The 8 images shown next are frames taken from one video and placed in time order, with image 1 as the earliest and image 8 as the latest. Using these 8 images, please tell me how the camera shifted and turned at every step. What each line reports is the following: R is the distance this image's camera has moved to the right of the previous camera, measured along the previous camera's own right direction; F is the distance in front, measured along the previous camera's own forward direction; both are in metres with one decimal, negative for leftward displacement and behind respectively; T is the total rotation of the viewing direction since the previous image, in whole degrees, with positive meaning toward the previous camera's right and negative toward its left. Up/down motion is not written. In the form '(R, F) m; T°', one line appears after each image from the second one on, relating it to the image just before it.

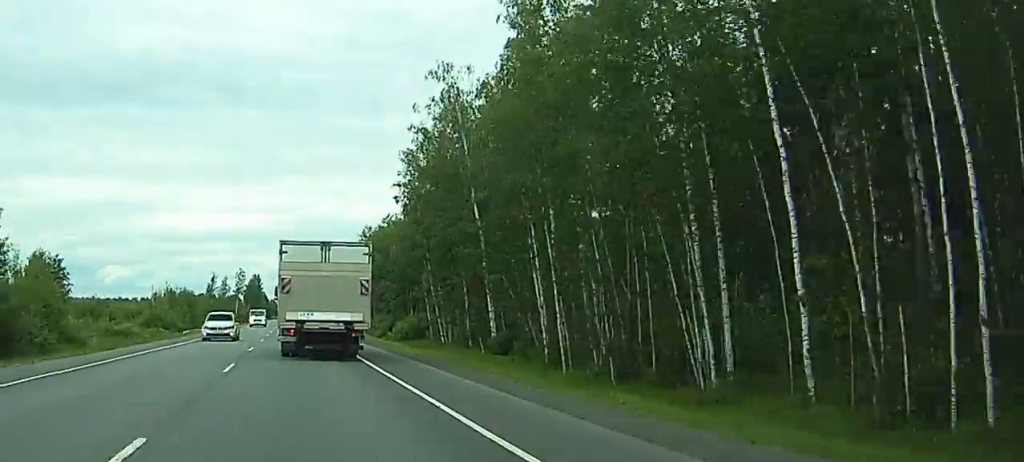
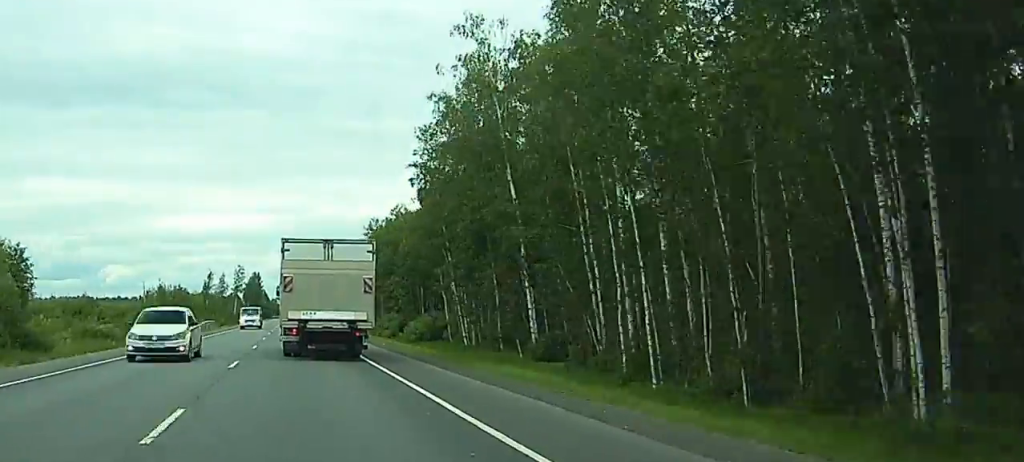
(0.0, +11.6) m; 0°
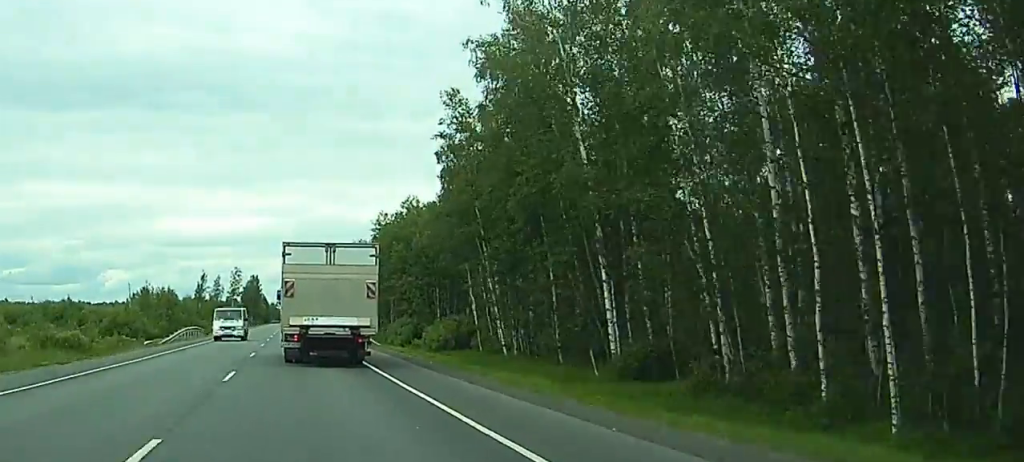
(0.0, +15.0) m; 0°
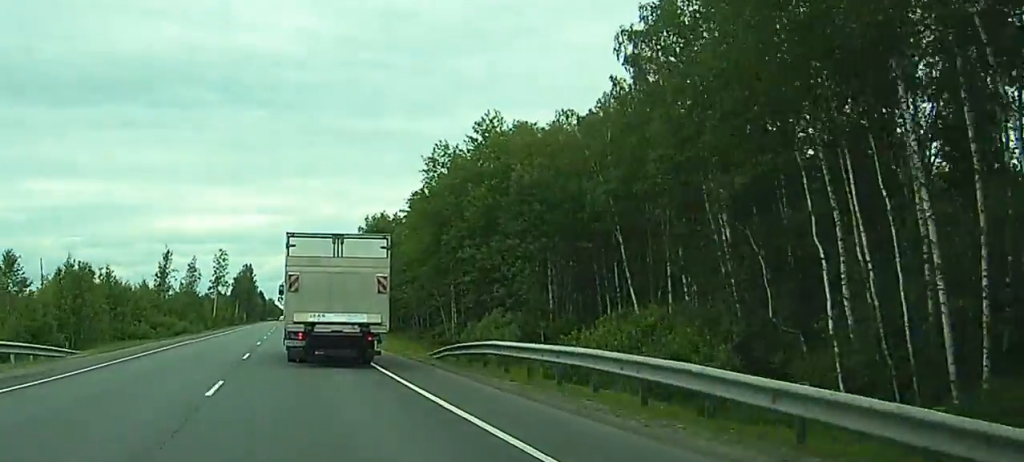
(+0.1, +52.9) m; 0°
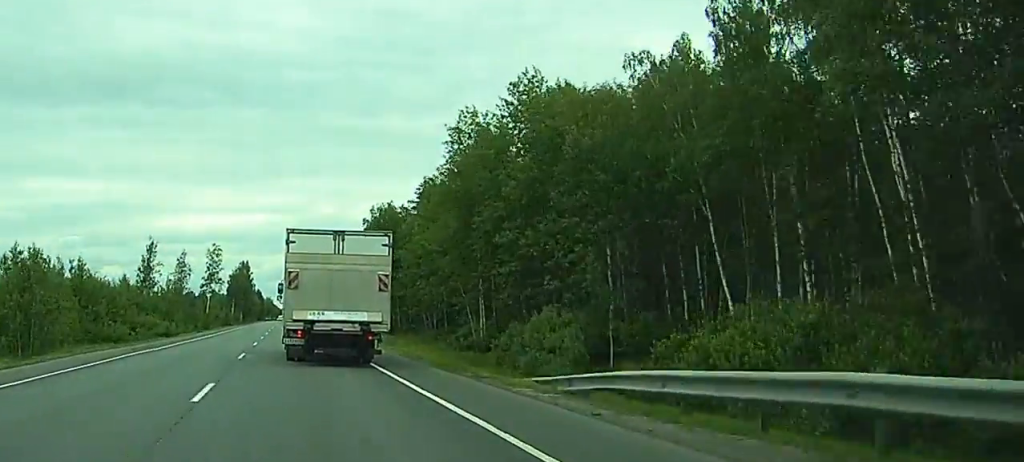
(0.0, +13.2) m; 0°
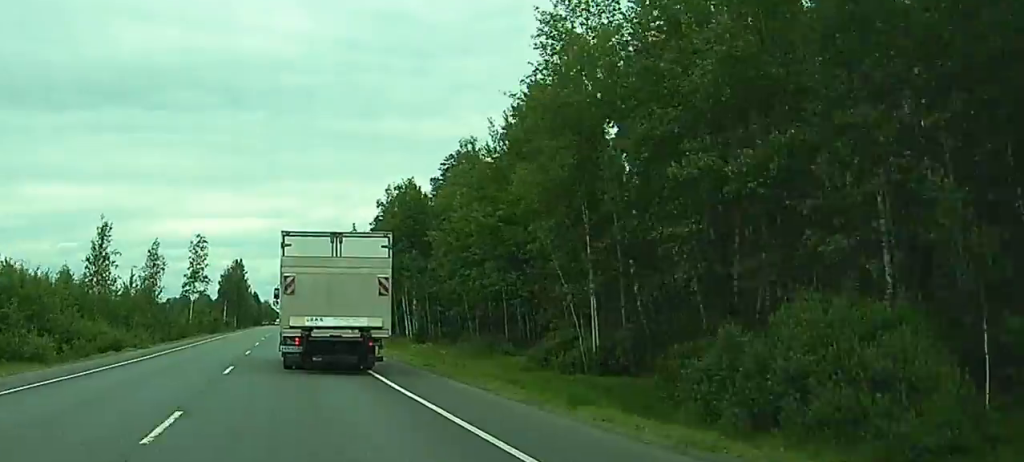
(+0.2, +27.1) m; 0°
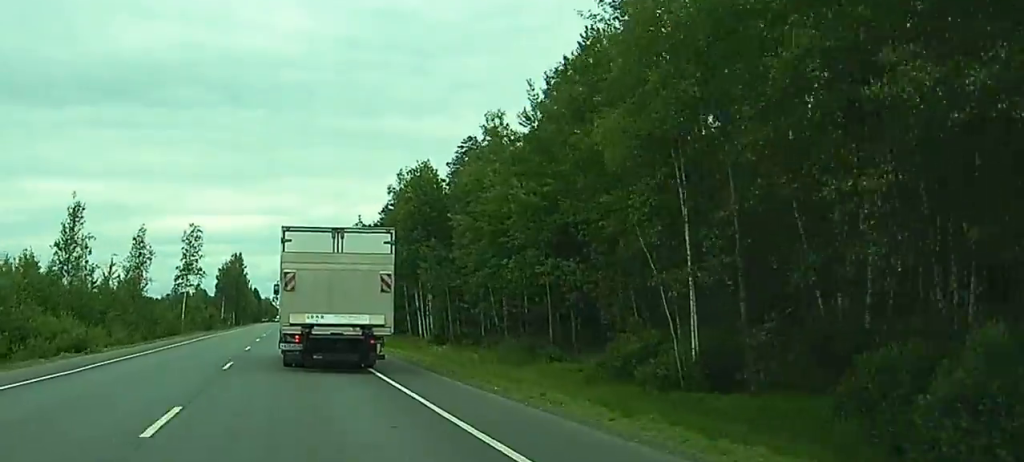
(+0.2, +11.4) m; 0°
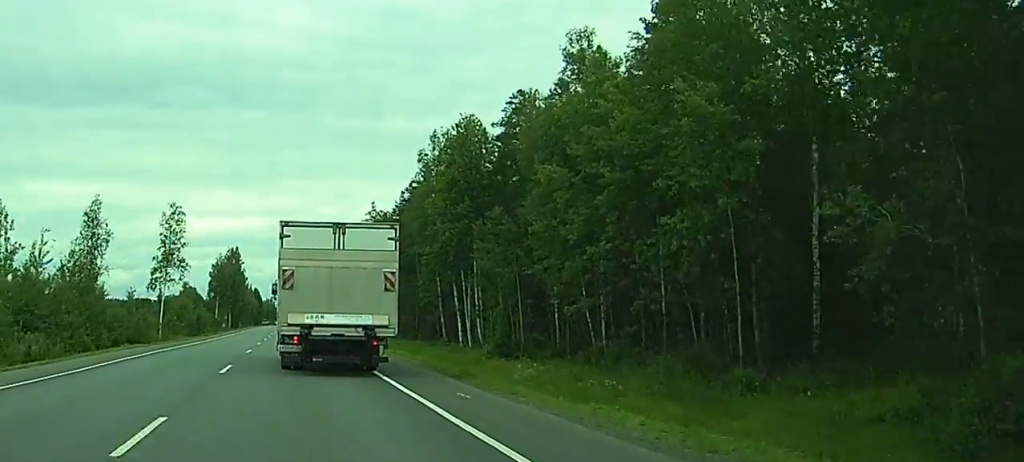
(-0.4, +24.0) m; -1°
